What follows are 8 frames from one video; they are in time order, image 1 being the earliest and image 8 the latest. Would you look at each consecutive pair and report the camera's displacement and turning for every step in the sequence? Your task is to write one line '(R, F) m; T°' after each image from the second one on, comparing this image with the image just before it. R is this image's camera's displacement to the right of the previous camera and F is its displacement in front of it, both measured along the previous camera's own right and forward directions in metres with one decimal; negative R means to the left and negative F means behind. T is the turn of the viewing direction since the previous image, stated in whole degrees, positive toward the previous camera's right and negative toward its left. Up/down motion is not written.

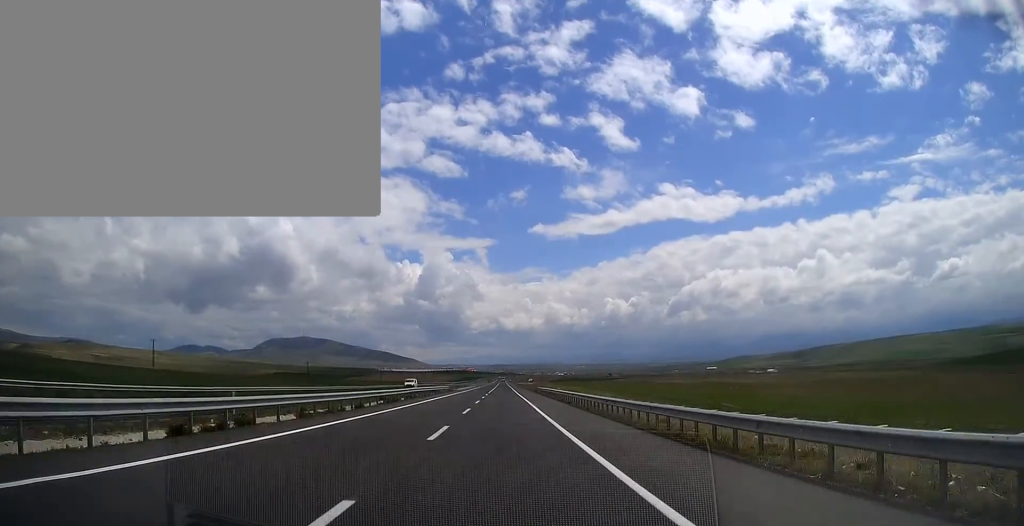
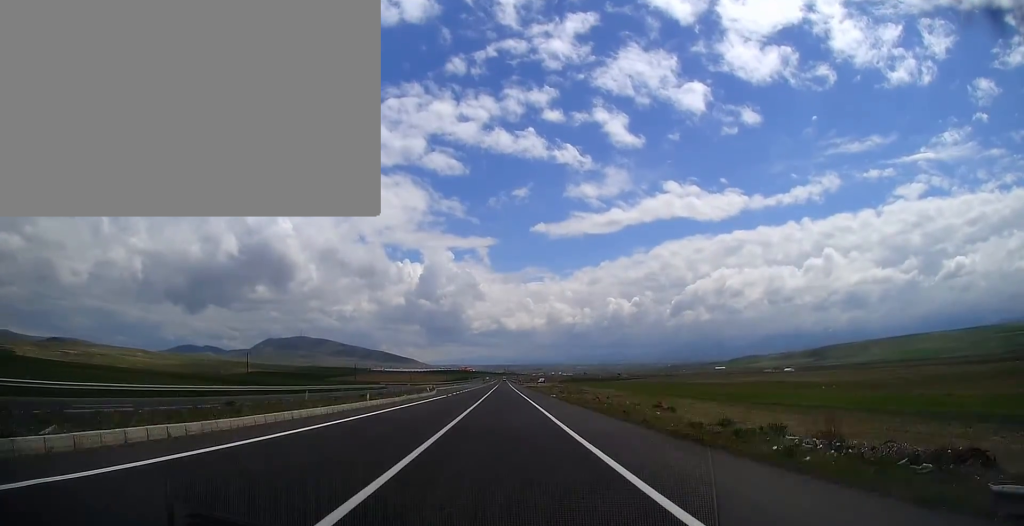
(0.0, +83.8) m; 0°
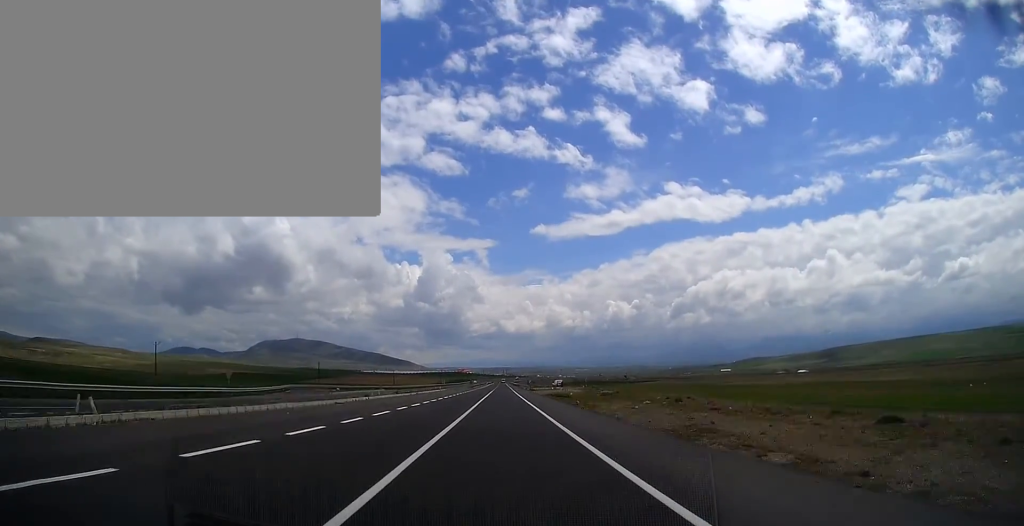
(0.0, +72.0) m; 0°
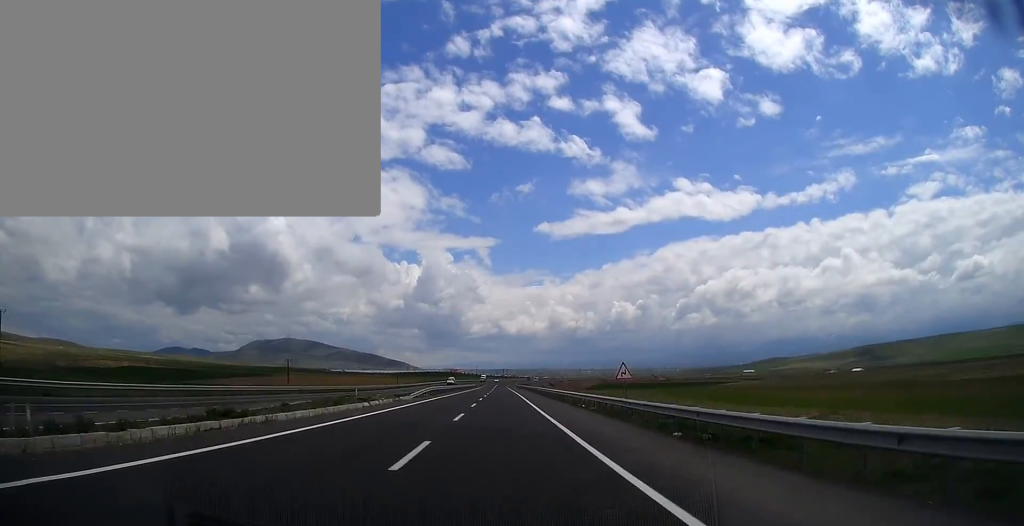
(0.0, +201.7) m; 0°
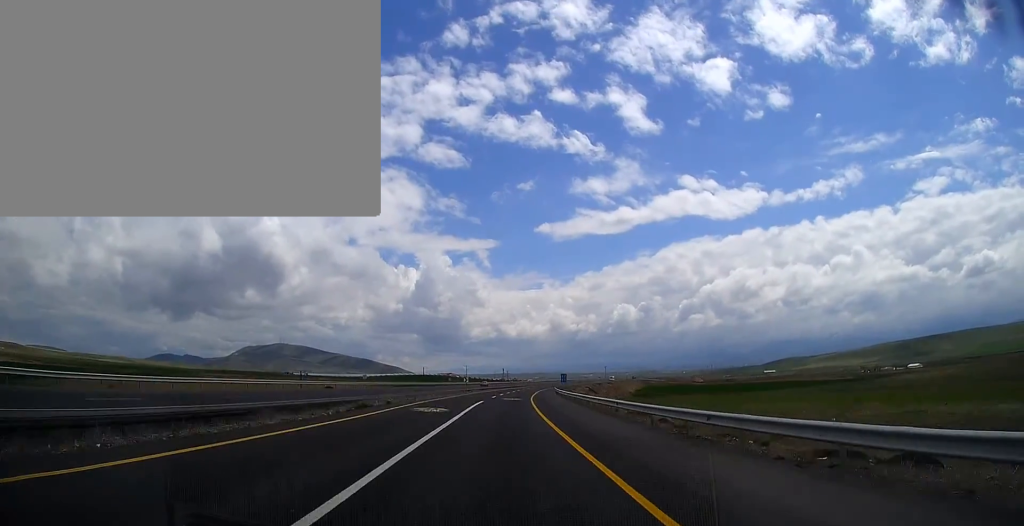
(+0.9, +147.2) m; +2°
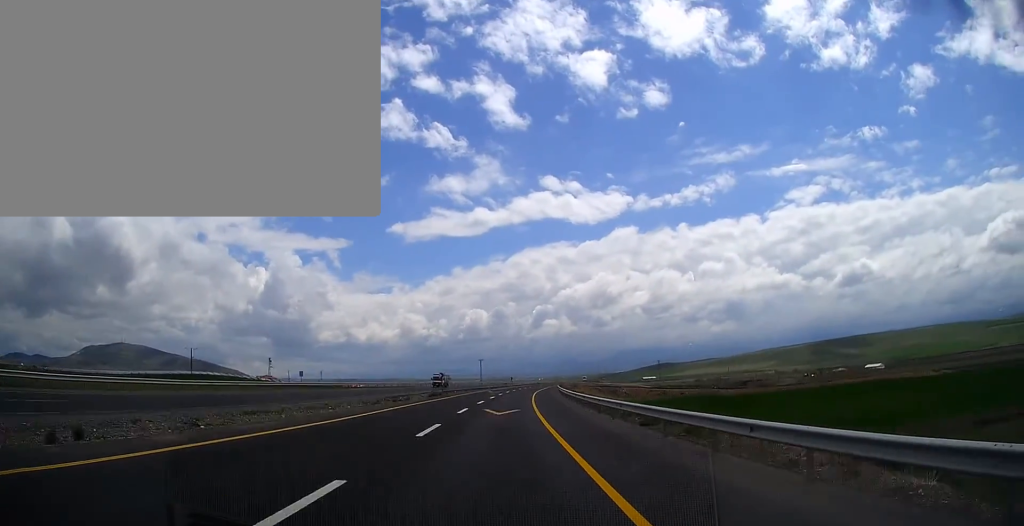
(+6.0, +181.5) m; +9°
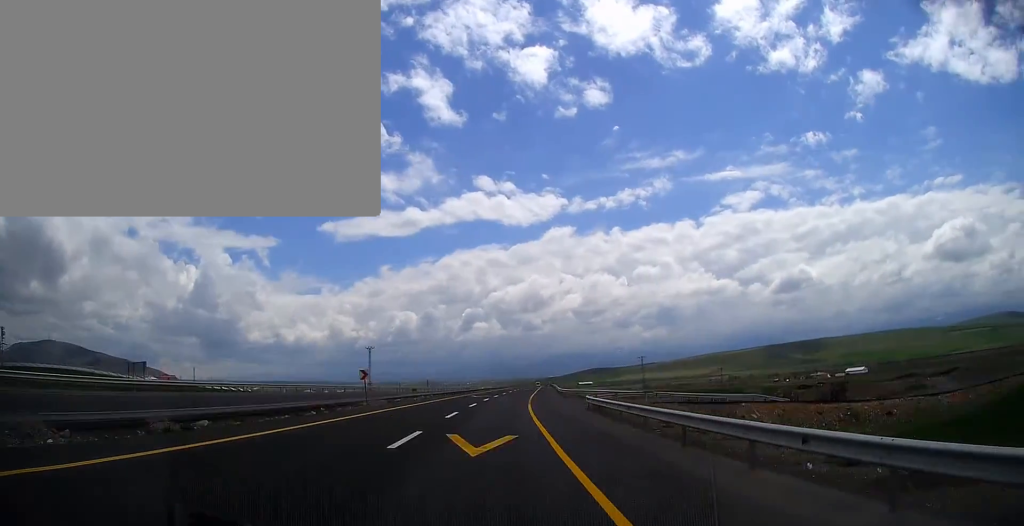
(+7.2, +115.9) m; +5°
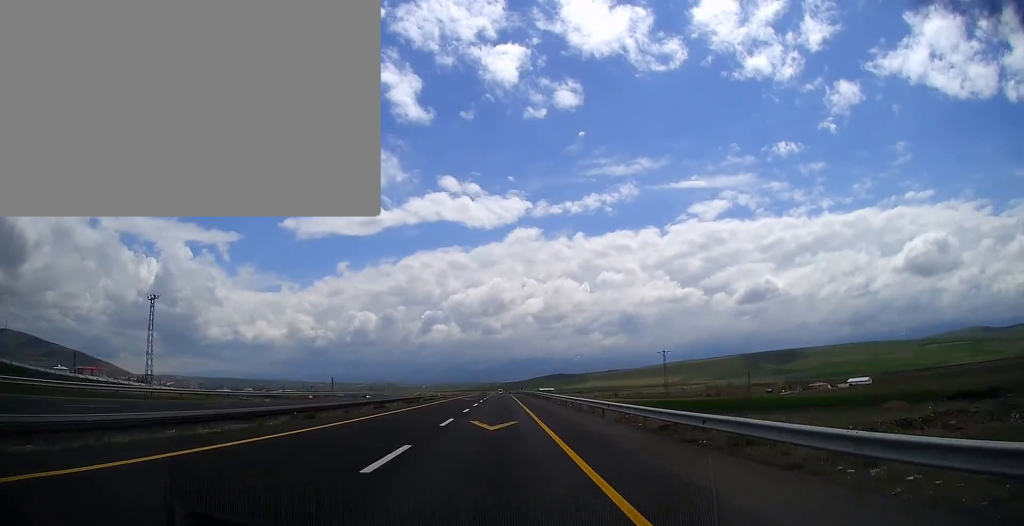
(0.0, +104.4) m; +4°
